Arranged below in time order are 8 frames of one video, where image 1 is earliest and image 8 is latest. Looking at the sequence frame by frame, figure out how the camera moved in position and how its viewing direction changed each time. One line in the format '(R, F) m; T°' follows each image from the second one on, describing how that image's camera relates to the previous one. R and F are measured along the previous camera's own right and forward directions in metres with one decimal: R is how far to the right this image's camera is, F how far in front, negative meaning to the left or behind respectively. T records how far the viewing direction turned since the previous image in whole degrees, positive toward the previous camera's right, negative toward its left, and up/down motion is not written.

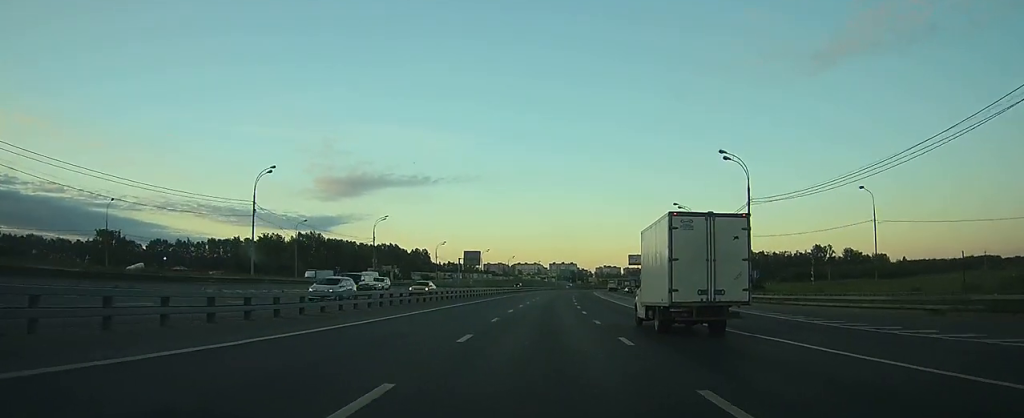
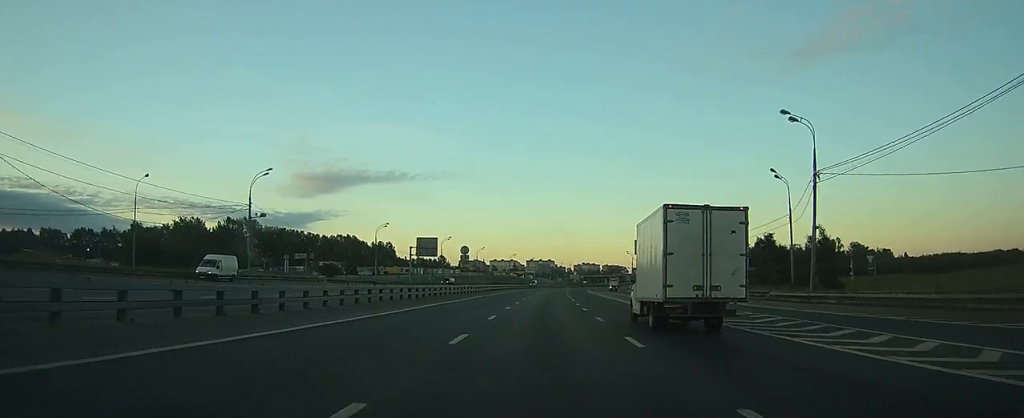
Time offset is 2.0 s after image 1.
(+0.7, +41.7) m; +2°
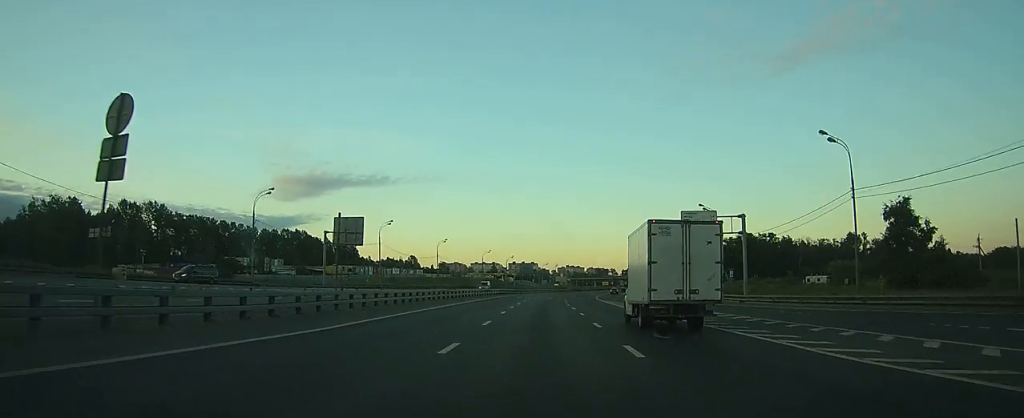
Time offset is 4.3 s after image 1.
(+0.9, +48.6) m; +2°
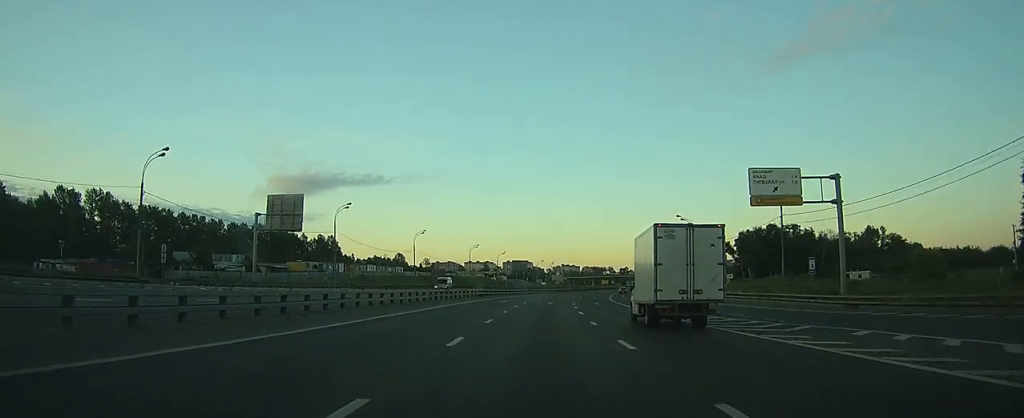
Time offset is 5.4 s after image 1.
(+0.2, +22.9) m; +1°
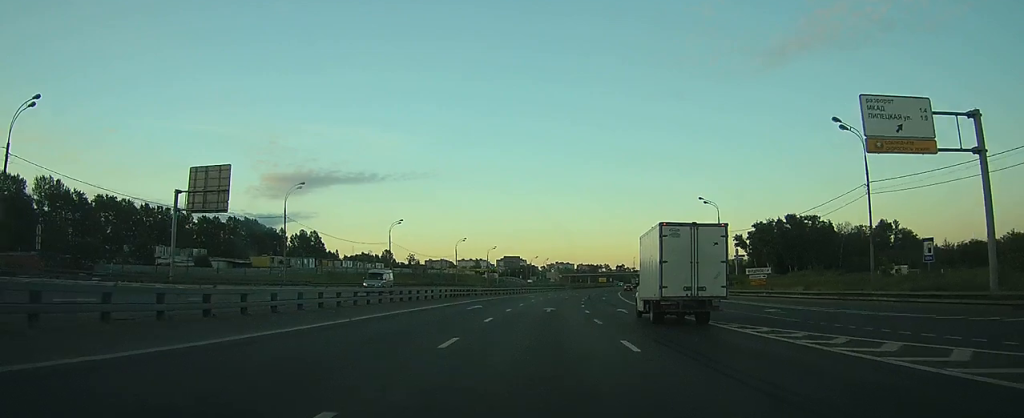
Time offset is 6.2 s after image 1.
(0.0, +16.7) m; 0°
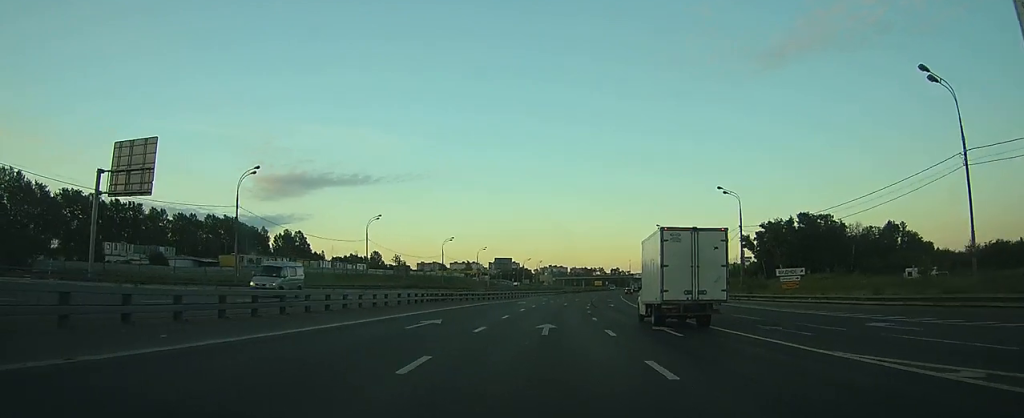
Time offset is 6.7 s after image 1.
(0.0, +11.1) m; 0°
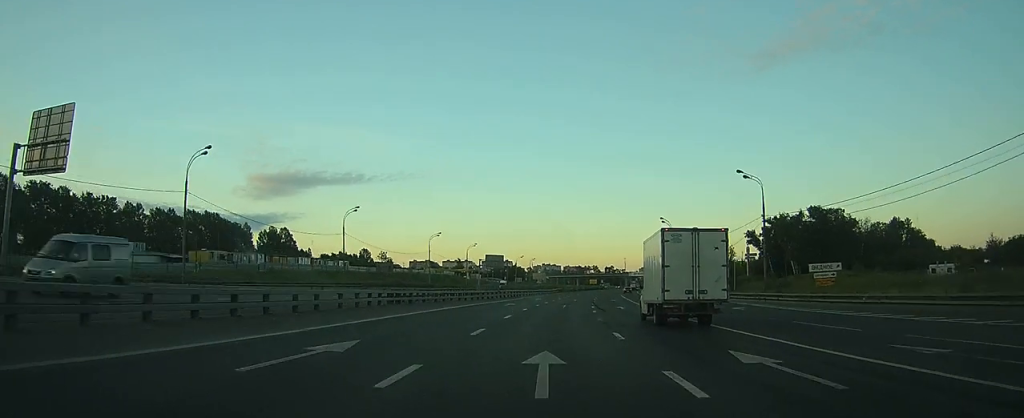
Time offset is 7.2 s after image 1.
(+0.1, +9.1) m; +1°
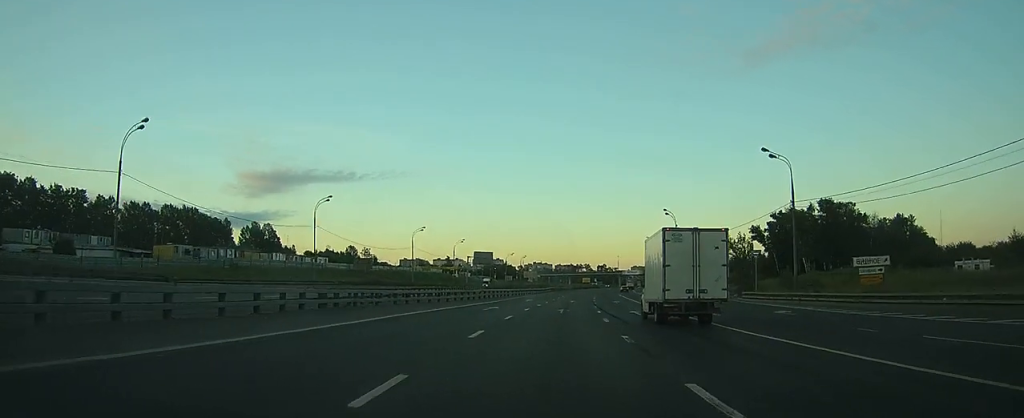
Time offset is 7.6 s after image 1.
(0.0, +9.1) m; +1°
